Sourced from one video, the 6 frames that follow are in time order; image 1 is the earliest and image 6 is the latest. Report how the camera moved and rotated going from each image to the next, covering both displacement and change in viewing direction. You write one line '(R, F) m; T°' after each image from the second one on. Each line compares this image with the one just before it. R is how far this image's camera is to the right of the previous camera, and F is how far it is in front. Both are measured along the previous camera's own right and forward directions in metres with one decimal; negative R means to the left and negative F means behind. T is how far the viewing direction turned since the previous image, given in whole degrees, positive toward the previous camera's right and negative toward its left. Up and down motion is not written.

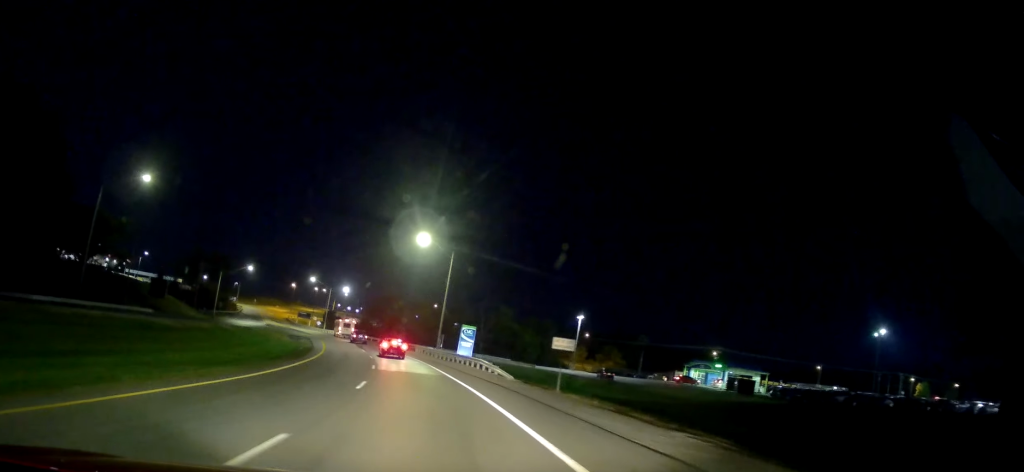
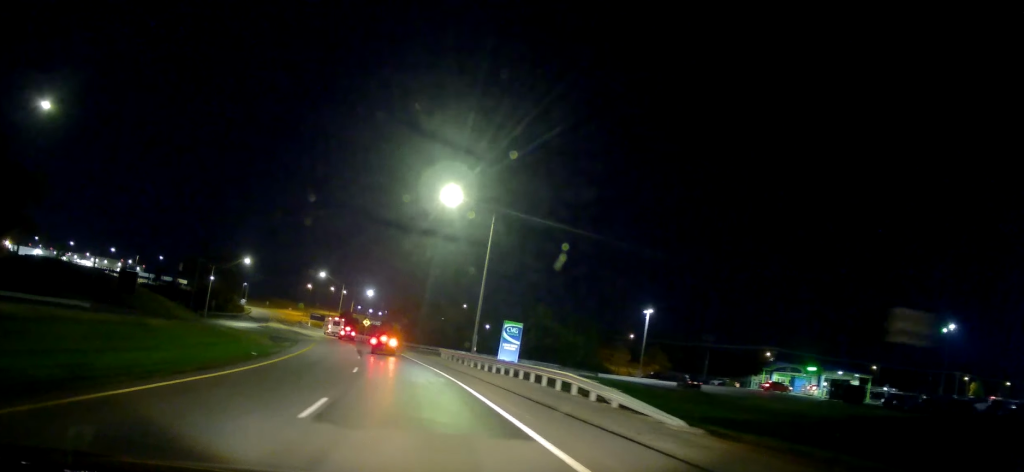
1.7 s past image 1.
(0.0, +20.2) m; -1°
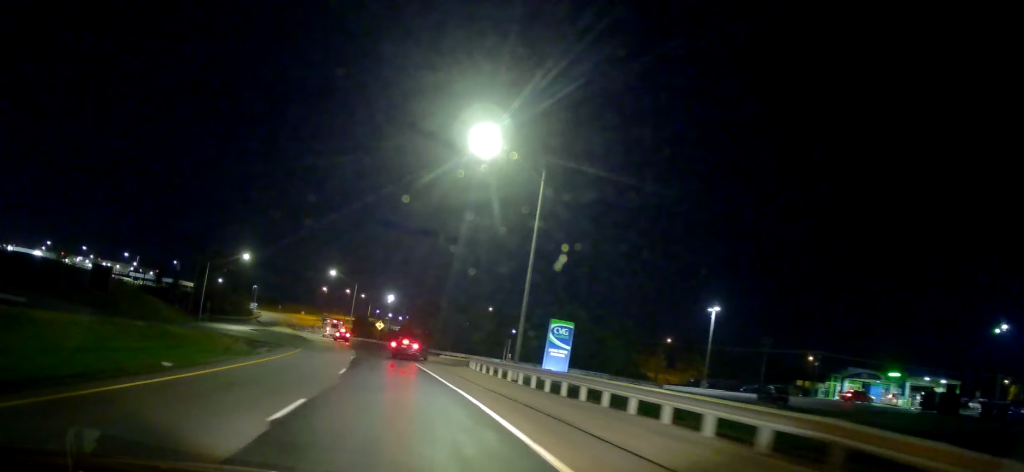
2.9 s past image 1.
(-0.4, +13.9) m; -3°
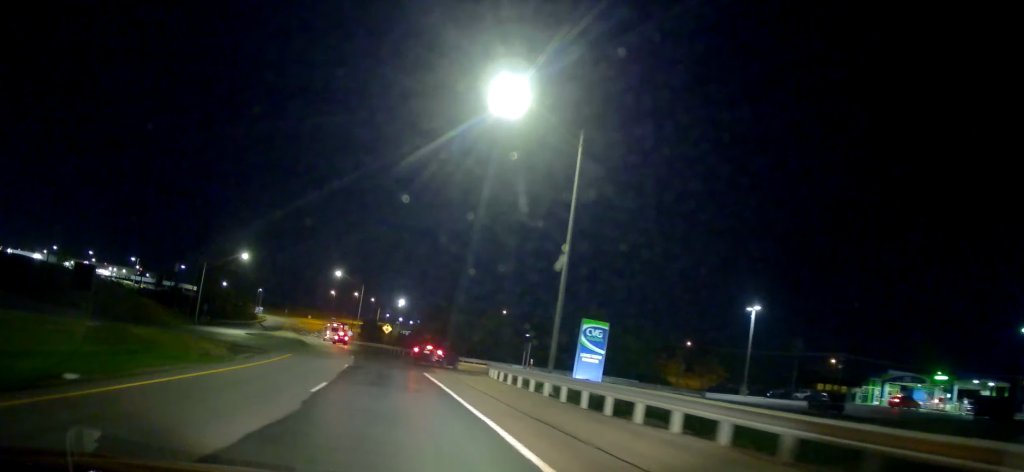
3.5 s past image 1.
(-0.1, +6.6) m; -1°
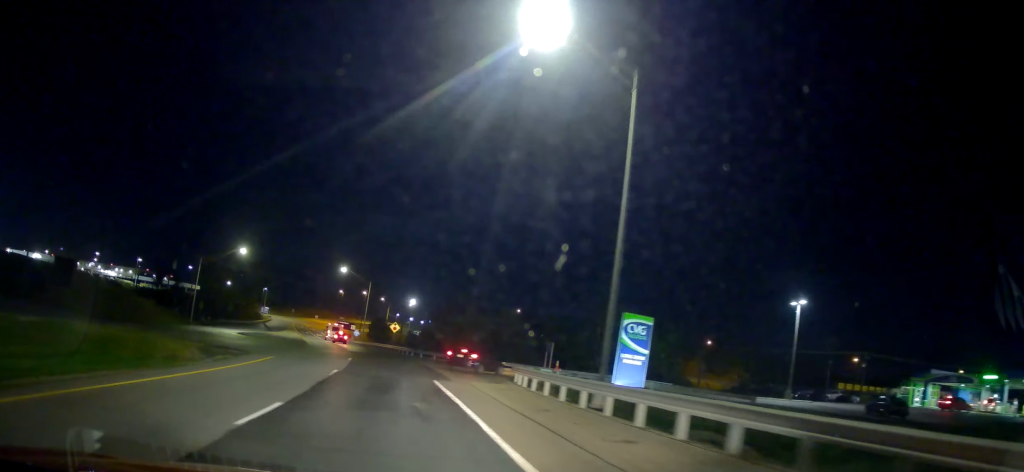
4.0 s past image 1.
(0.0, +6.3) m; 0°
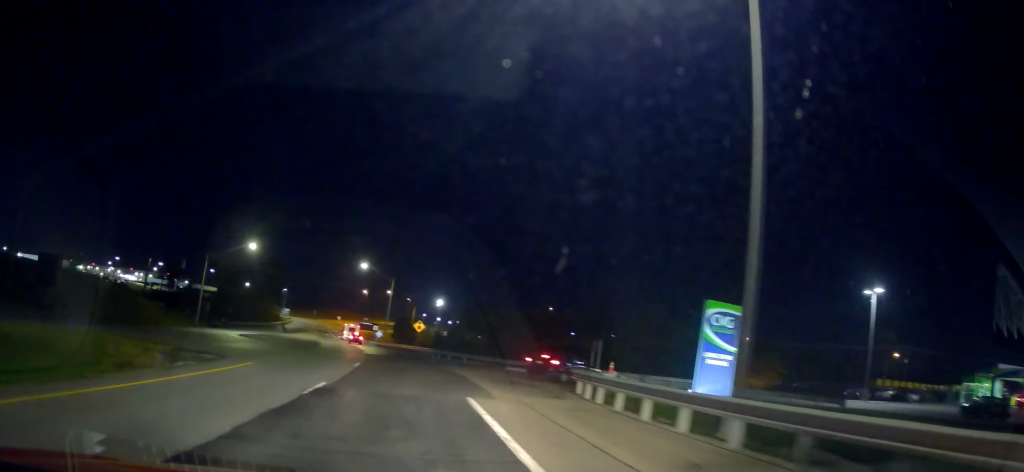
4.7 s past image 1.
(0.0, +7.5) m; 0°
